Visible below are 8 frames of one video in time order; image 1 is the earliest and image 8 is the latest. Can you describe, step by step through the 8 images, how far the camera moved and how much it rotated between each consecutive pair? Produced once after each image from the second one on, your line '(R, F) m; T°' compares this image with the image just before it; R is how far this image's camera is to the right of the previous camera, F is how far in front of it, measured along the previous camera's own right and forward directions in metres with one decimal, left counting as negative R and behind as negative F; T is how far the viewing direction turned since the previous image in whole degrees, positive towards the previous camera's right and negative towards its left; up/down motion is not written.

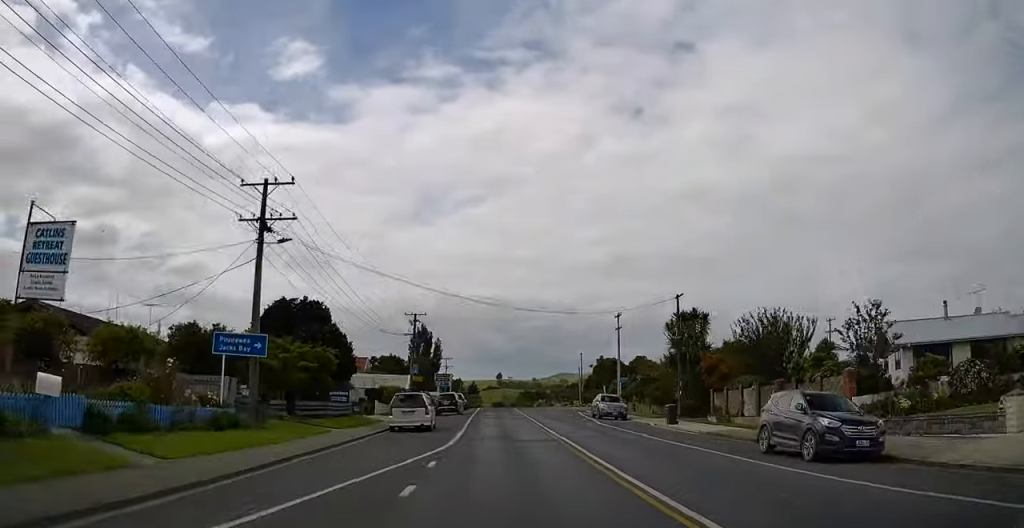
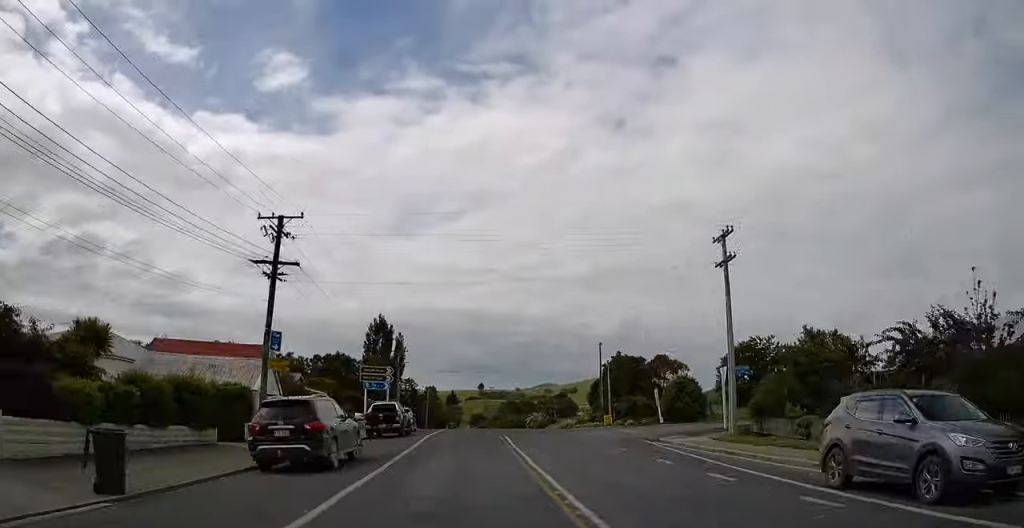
(-1.0, +34.7) m; -2°
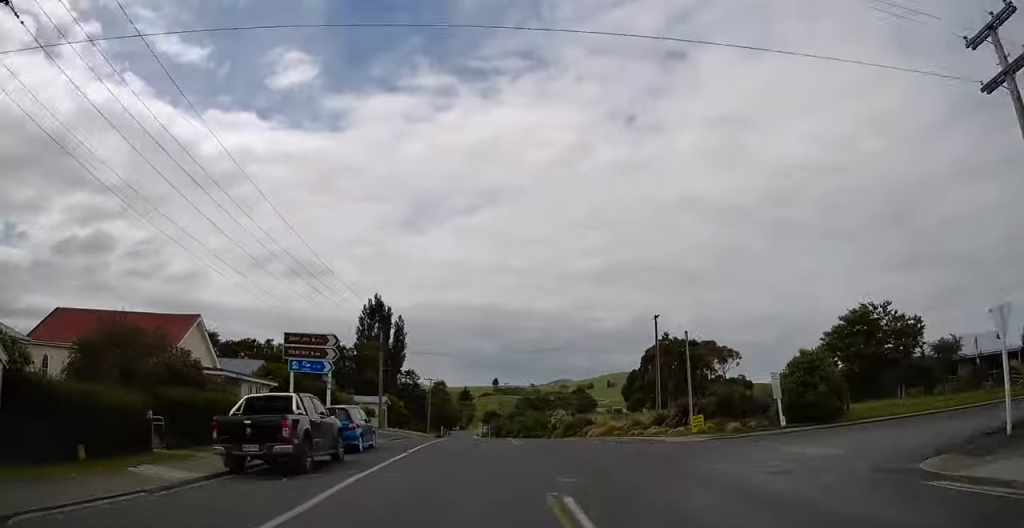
(-0.2, +18.6) m; -1°
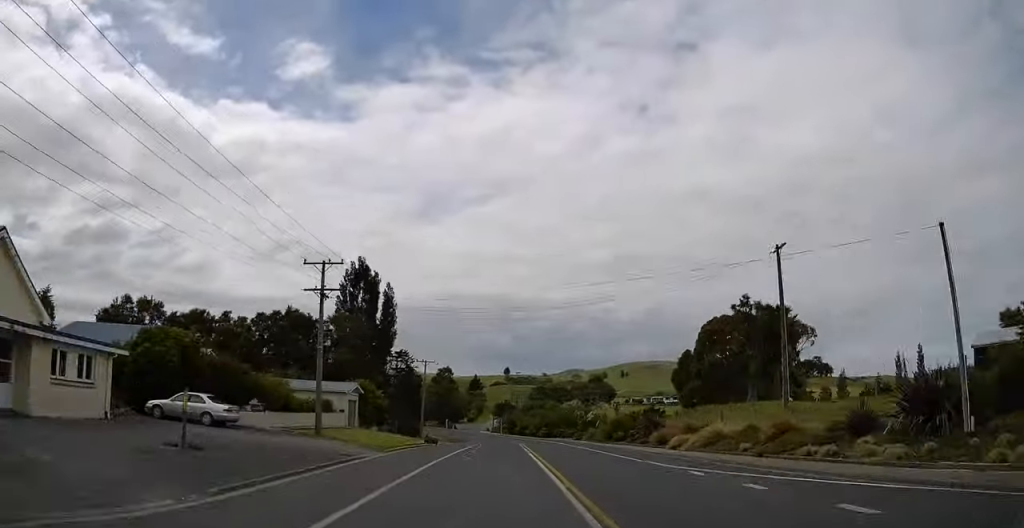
(0.0, +22.7) m; 0°
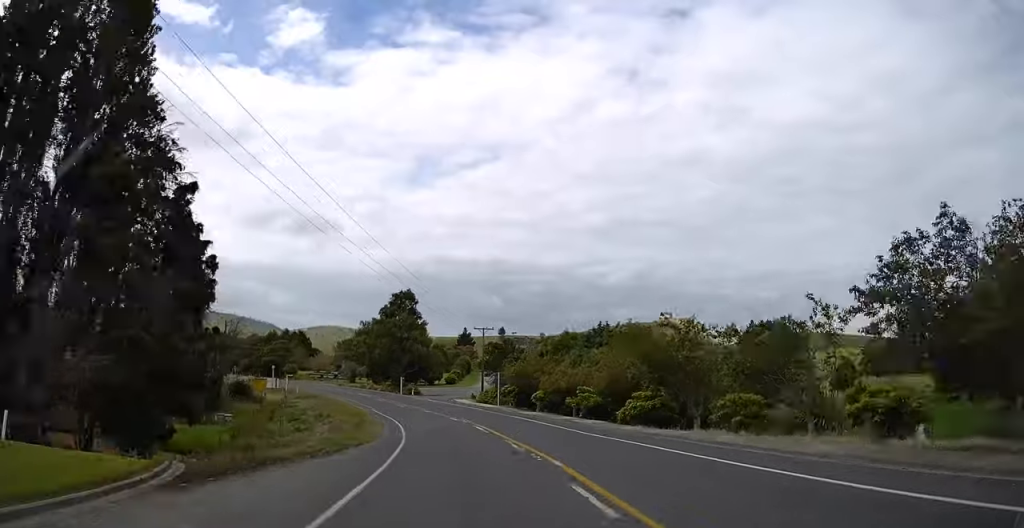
(-0.4, +62.9) m; -6°
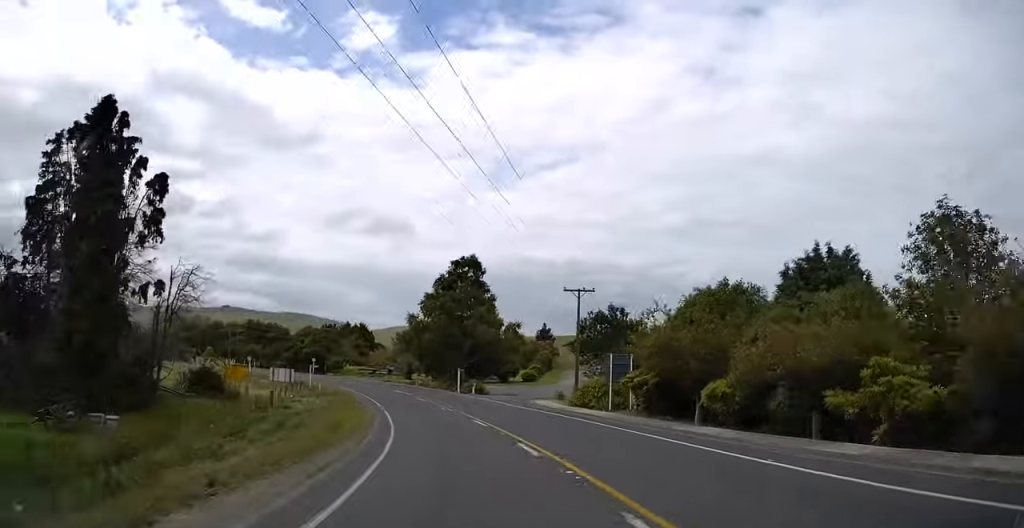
(-0.9, +24.3) m; -5°
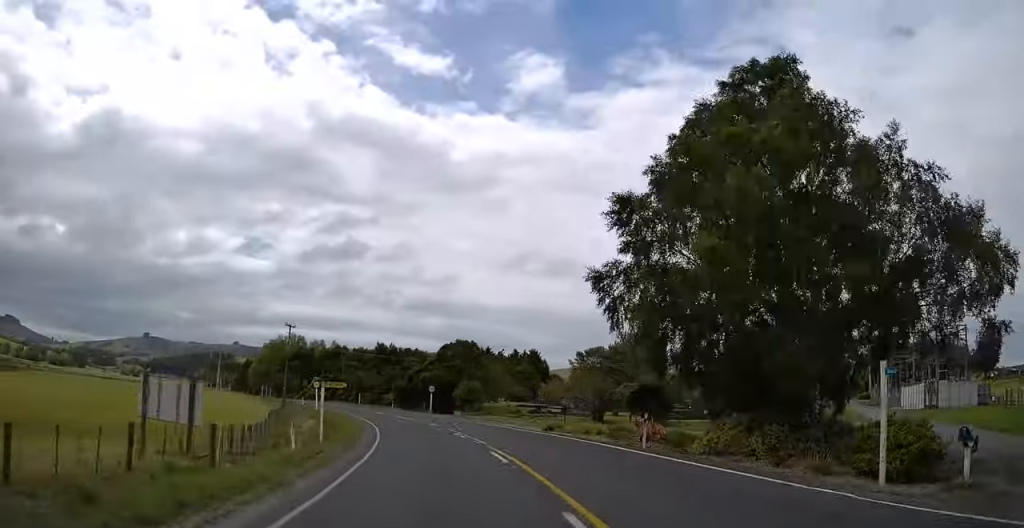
(-5.3, +50.8) m; -15°
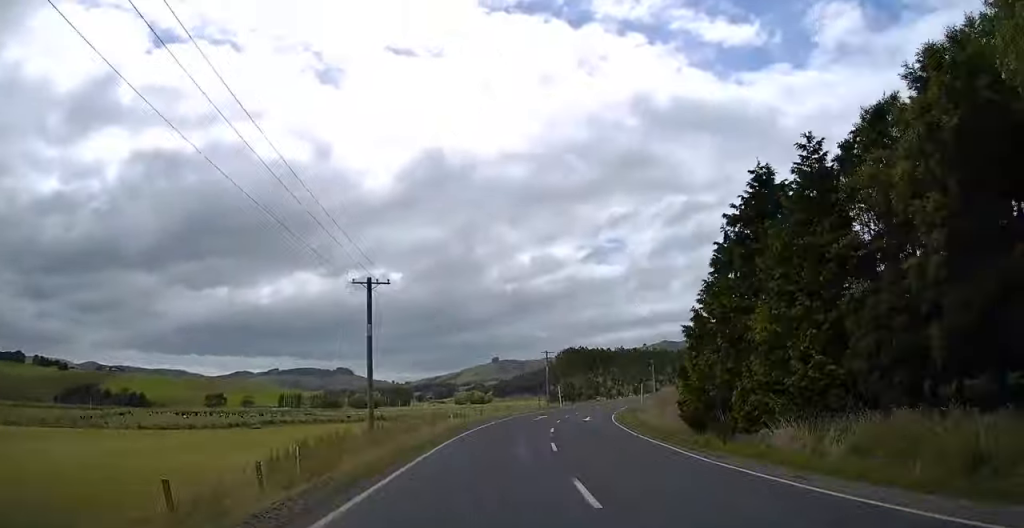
(-63.4, +168.7) m; -22°
